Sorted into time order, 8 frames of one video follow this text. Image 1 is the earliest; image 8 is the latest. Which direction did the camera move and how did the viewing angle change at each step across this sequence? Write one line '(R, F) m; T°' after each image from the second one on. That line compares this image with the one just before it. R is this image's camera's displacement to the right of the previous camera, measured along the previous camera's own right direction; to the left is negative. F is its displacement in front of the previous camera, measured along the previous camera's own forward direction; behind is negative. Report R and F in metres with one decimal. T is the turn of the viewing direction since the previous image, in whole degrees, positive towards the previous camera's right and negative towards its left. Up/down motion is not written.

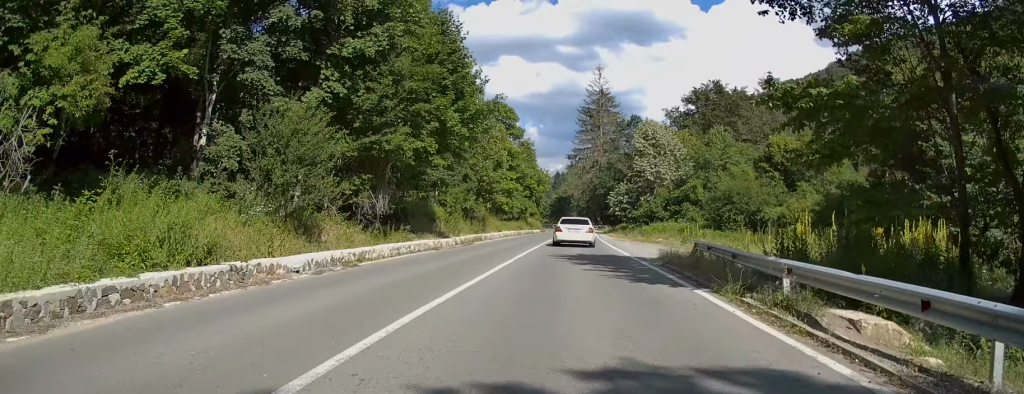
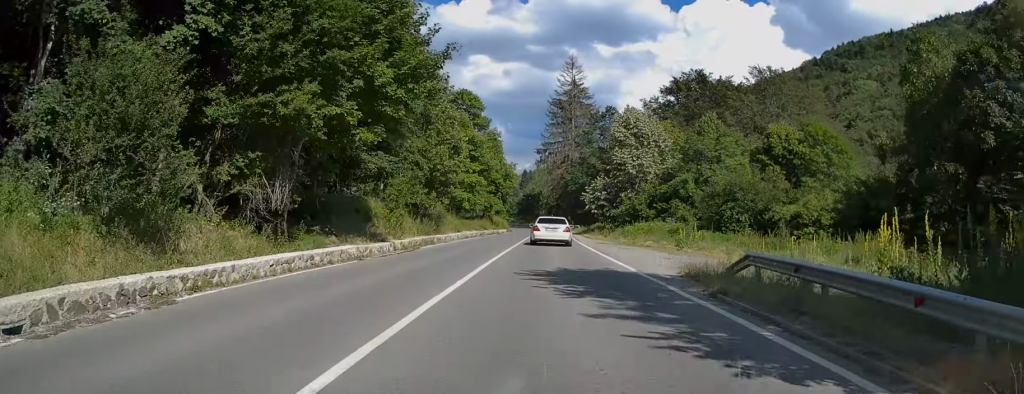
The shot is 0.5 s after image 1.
(+0.2, +7.7) m; +2°
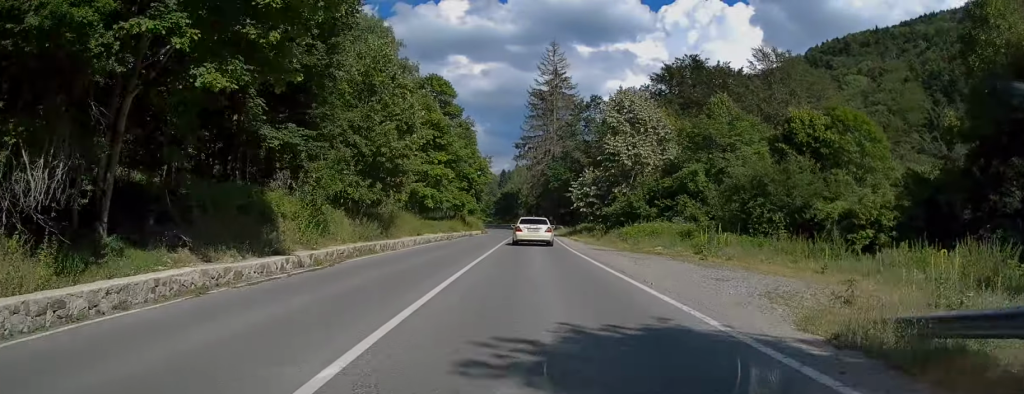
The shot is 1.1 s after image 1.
(+0.2, +8.7) m; +2°
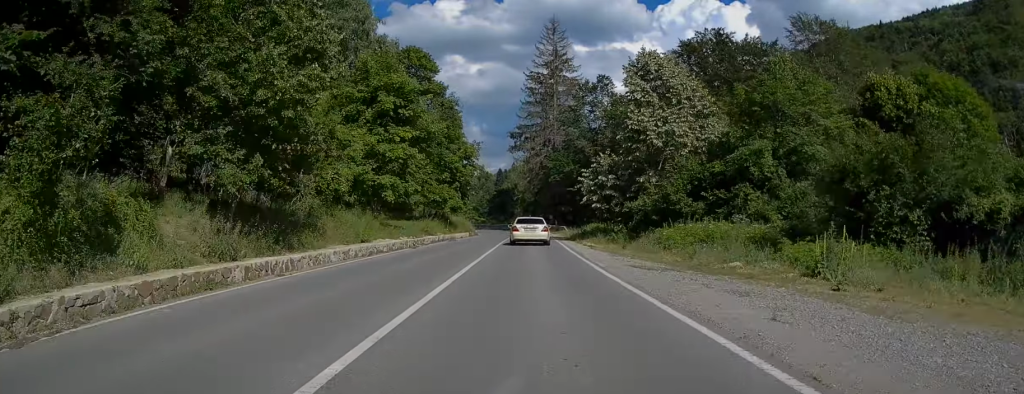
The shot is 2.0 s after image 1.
(+0.3, +12.1) m; +2°
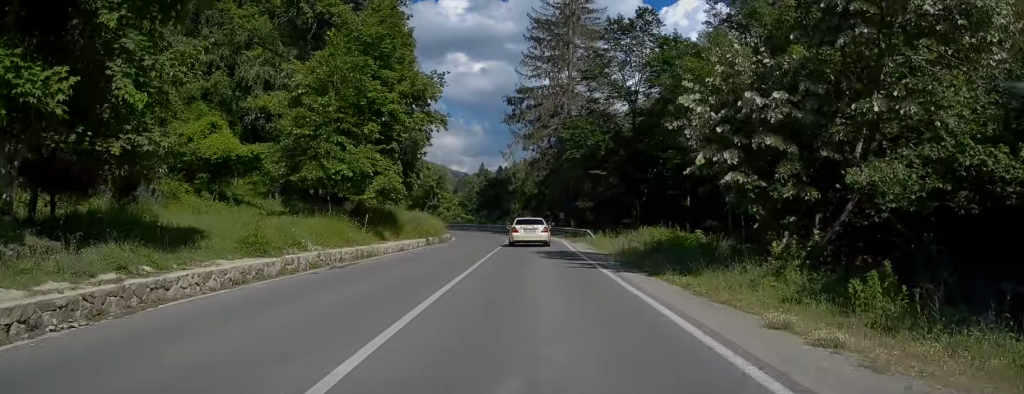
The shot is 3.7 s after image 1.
(-0.1, +25.5) m; 0°
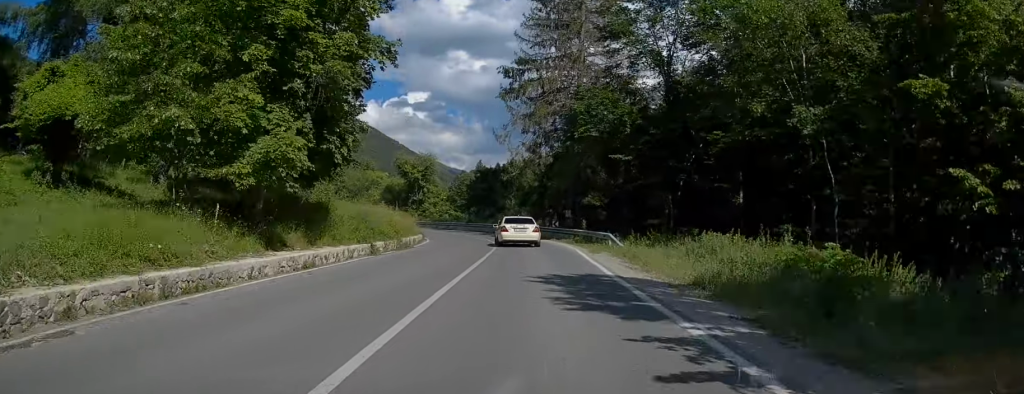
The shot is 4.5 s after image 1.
(+0.2, +11.9) m; 0°
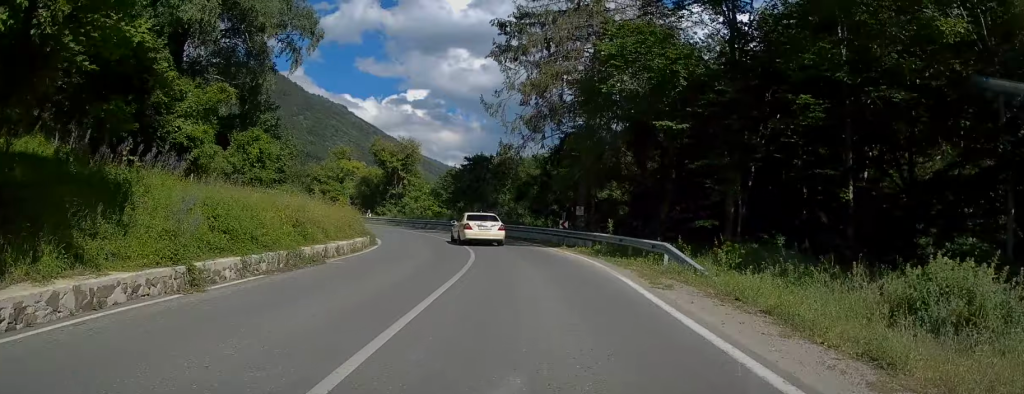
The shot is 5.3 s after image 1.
(-0.1, +12.5) m; -2°
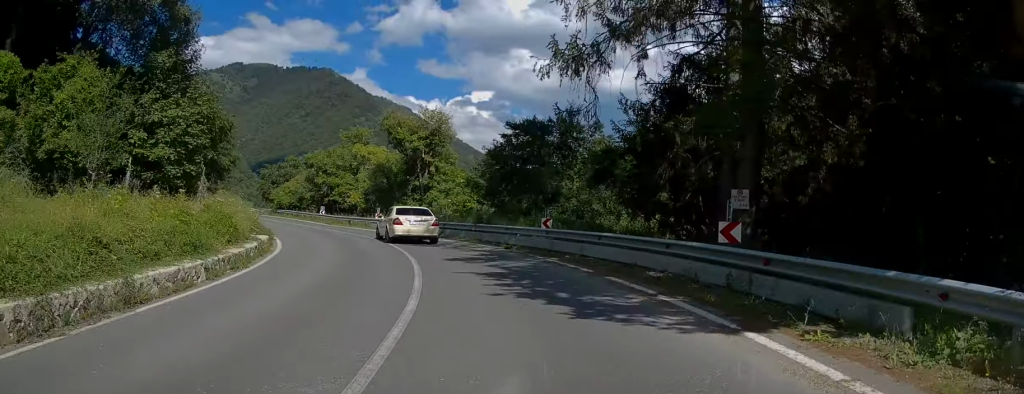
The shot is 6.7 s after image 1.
(-0.7, +20.8) m; -7°
